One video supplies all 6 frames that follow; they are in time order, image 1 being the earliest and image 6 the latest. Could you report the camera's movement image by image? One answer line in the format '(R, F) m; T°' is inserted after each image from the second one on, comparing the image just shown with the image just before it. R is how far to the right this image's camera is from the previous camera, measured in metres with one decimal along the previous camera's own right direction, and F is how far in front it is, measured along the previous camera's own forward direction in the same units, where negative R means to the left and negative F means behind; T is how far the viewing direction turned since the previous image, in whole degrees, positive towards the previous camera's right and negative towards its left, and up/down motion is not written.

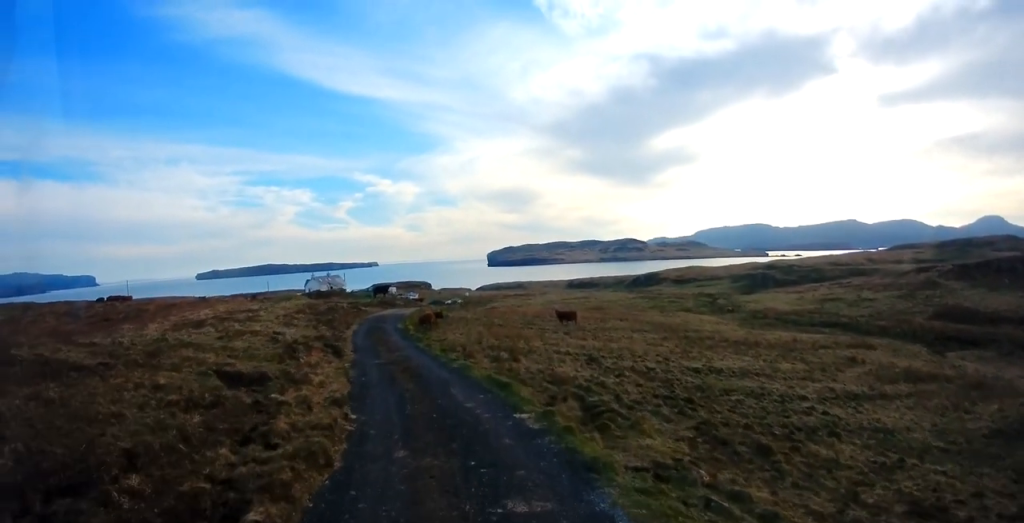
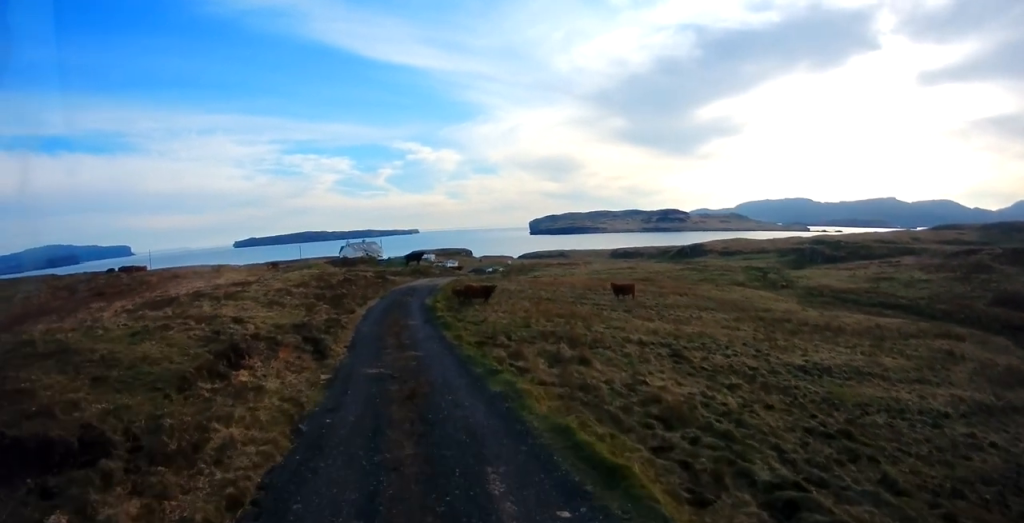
(+0.7, +6.6) m; -1°
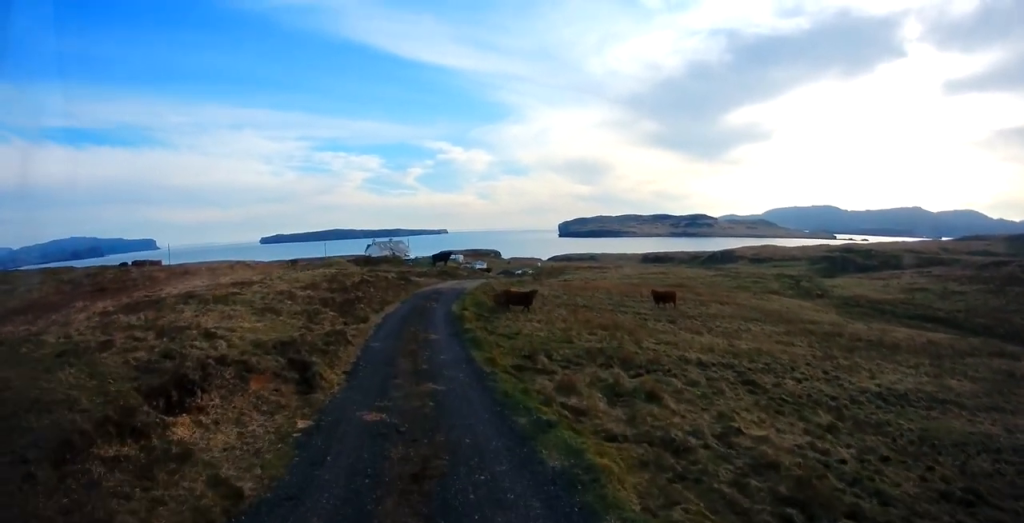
(-0.4, +3.0) m; -5°
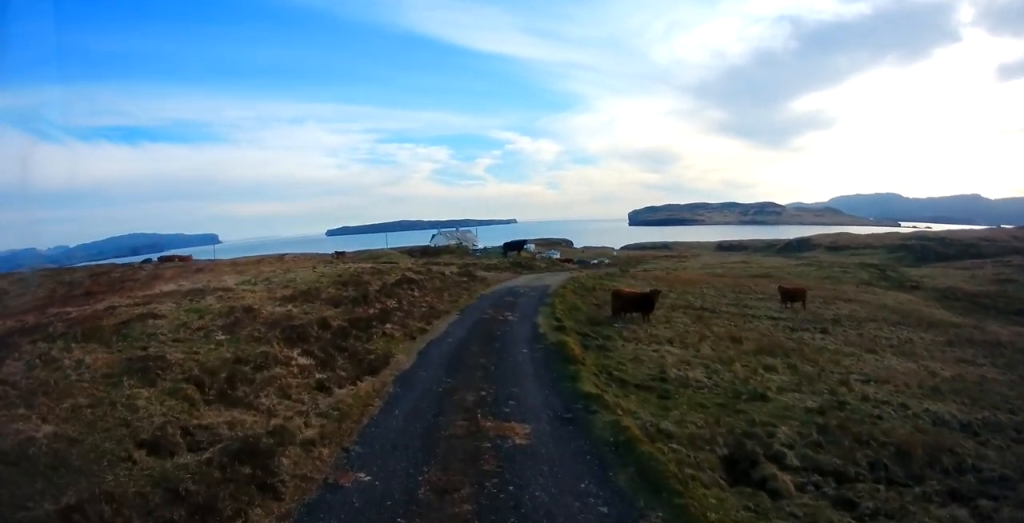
(-0.1, +9.1) m; -10°
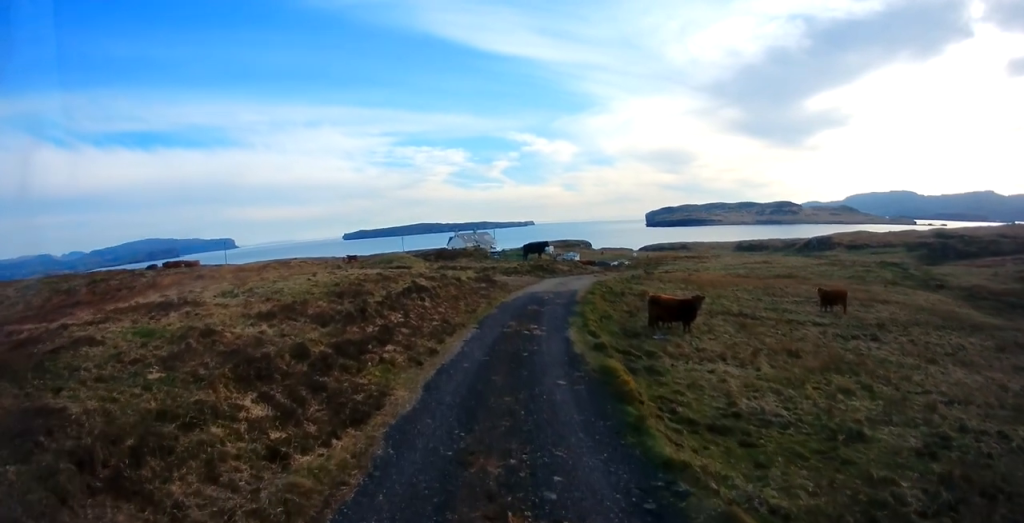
(-0.3, +2.6) m; 0°
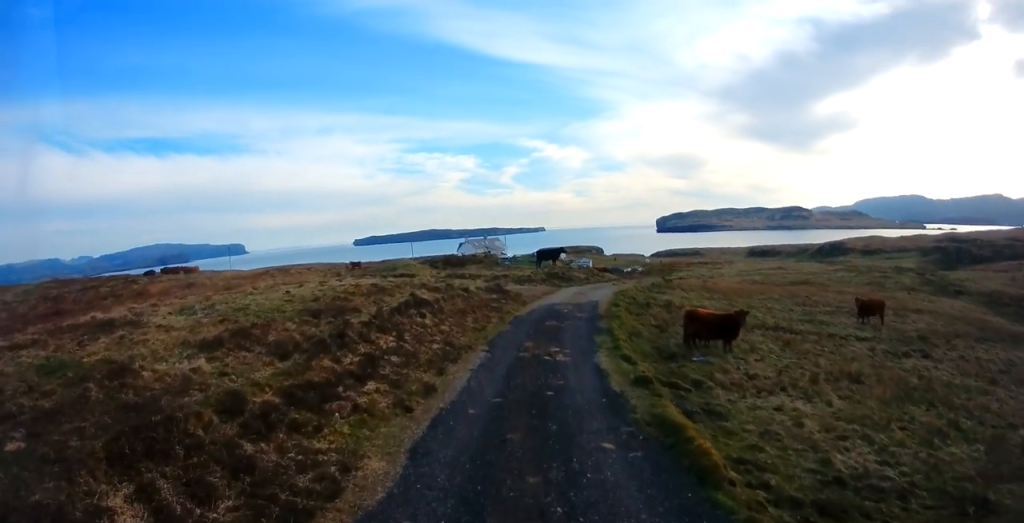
(-0.1, +2.6) m; +2°
